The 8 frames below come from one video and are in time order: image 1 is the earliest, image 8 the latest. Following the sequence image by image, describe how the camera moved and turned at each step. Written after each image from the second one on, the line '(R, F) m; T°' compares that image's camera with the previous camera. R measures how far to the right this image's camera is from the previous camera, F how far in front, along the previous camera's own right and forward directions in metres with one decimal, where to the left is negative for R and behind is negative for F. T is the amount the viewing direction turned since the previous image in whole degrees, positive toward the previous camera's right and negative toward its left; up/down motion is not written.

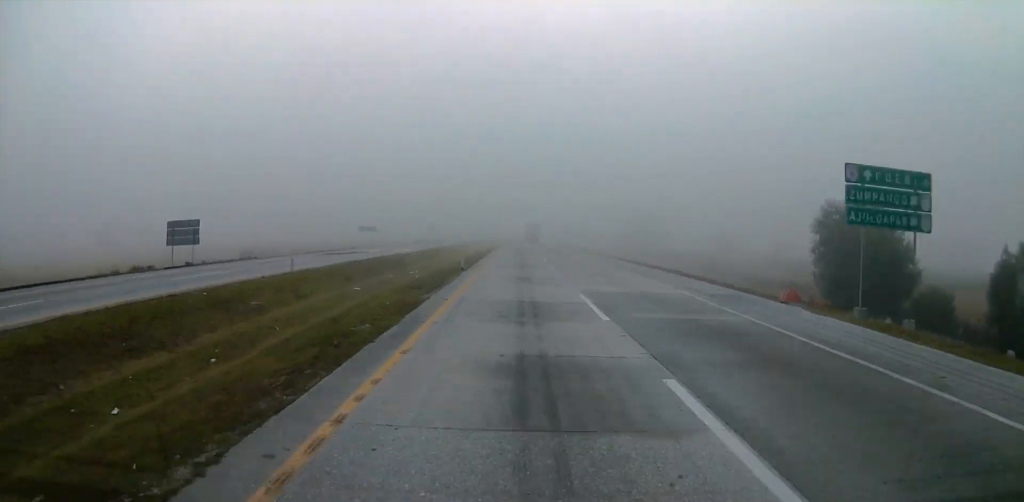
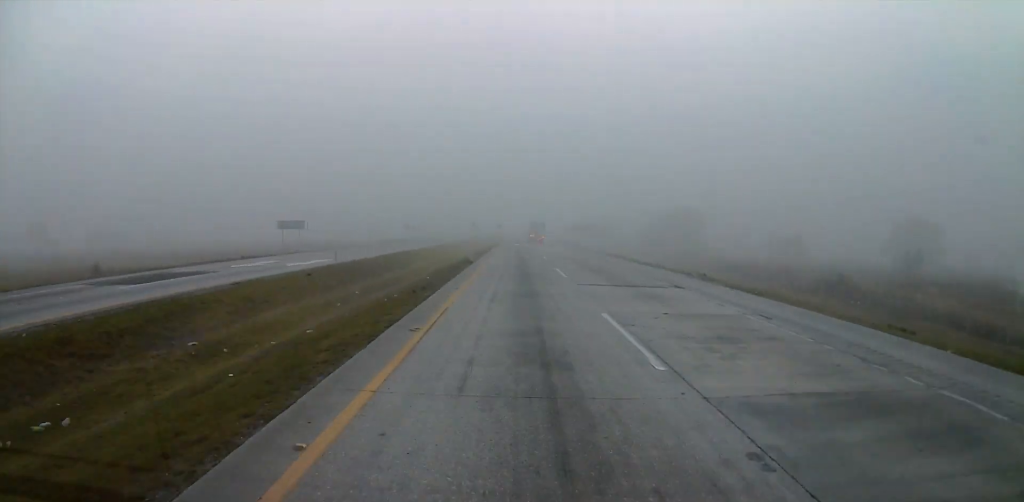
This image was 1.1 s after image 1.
(0.0, +35.0) m; 0°
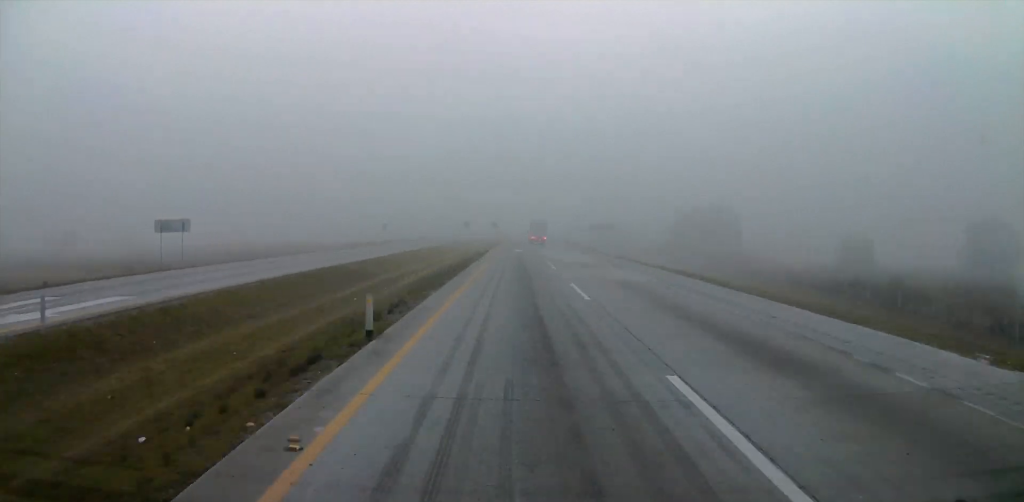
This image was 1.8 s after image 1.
(0.0, +25.0) m; 0°
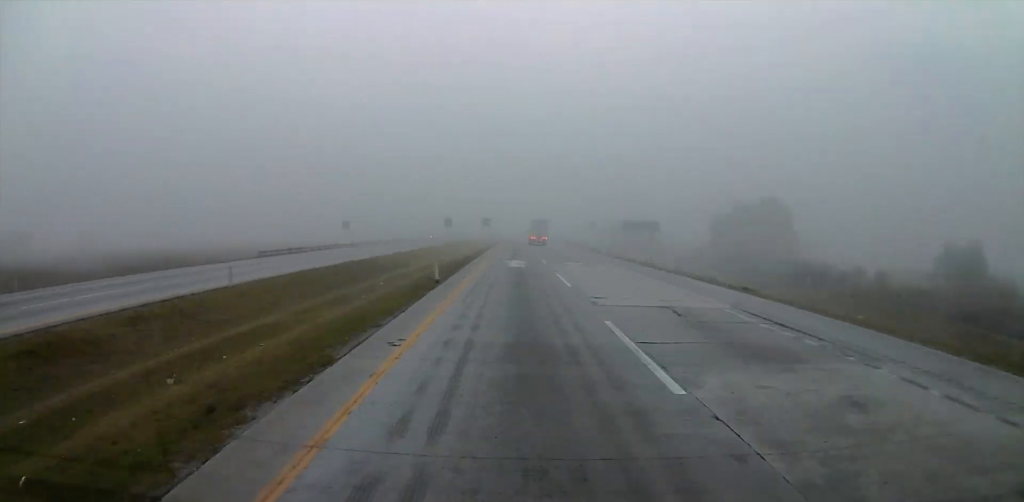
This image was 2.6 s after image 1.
(+0.1, +26.8) m; 0°
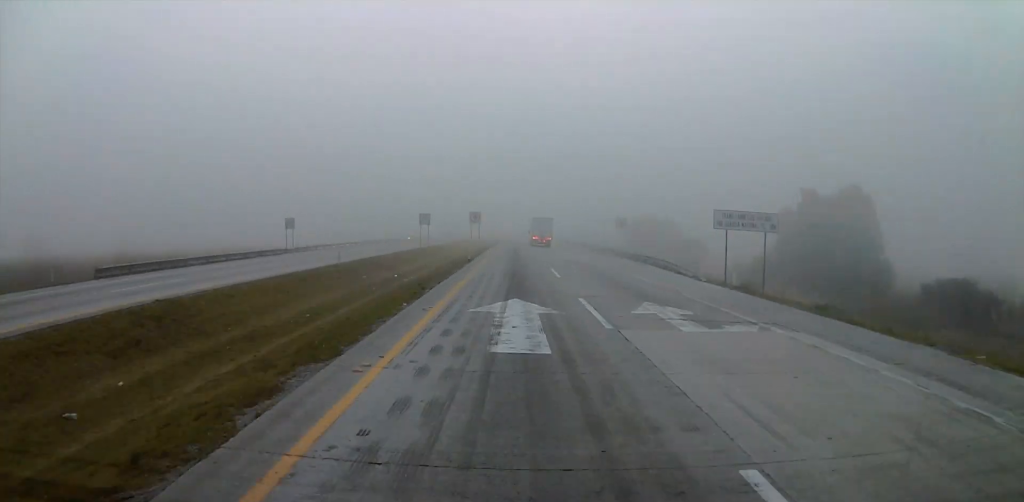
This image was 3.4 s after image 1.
(-0.1, +23.6) m; 0°
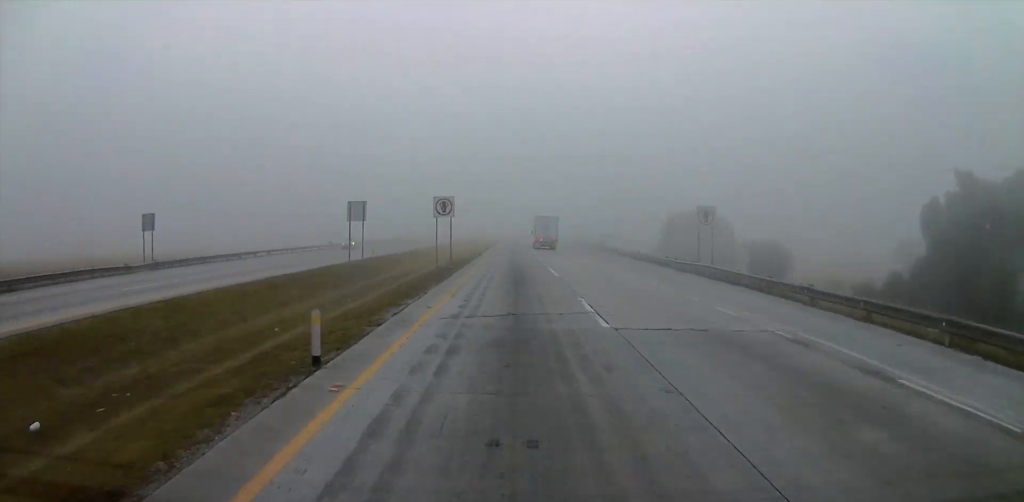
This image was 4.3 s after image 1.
(+0.3, +28.2) m; +1°
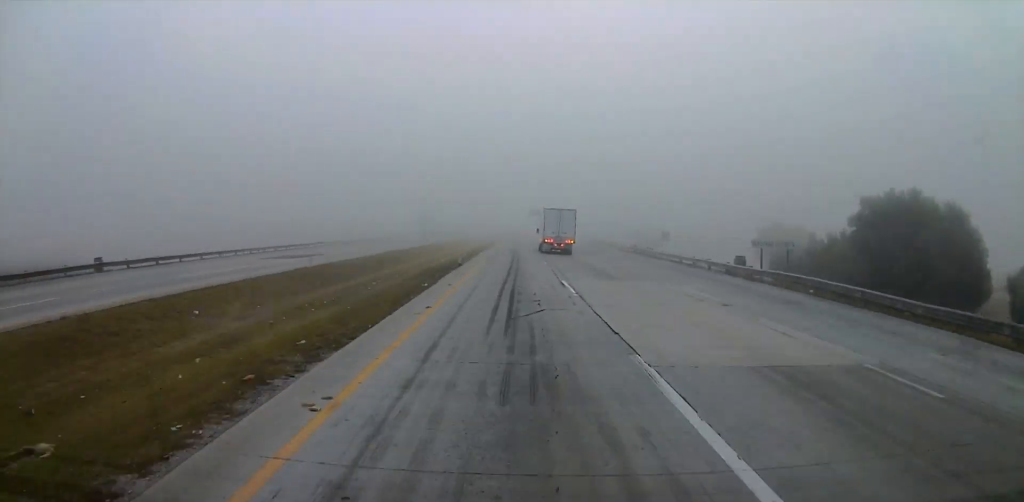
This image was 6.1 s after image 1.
(+0.6, +51.8) m; 0°
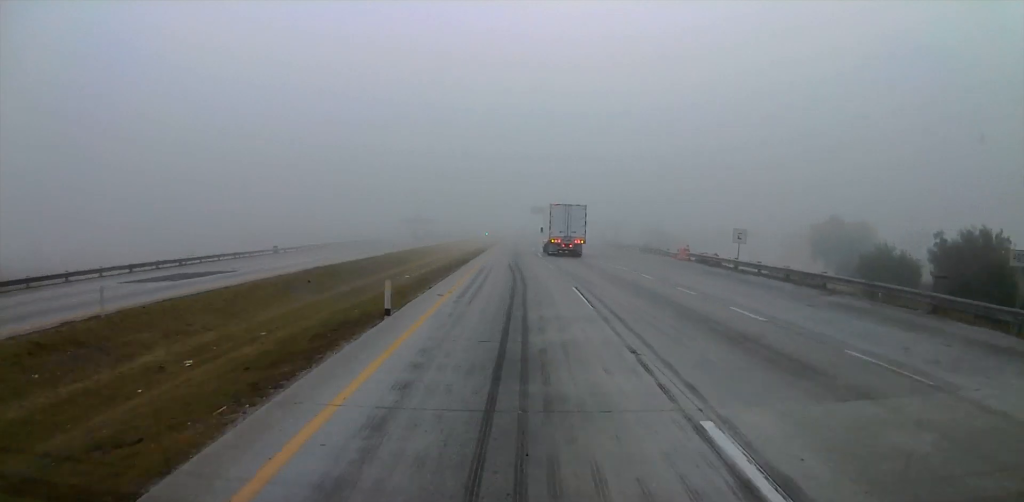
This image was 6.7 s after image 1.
(0.0, +16.1) m; -1°
